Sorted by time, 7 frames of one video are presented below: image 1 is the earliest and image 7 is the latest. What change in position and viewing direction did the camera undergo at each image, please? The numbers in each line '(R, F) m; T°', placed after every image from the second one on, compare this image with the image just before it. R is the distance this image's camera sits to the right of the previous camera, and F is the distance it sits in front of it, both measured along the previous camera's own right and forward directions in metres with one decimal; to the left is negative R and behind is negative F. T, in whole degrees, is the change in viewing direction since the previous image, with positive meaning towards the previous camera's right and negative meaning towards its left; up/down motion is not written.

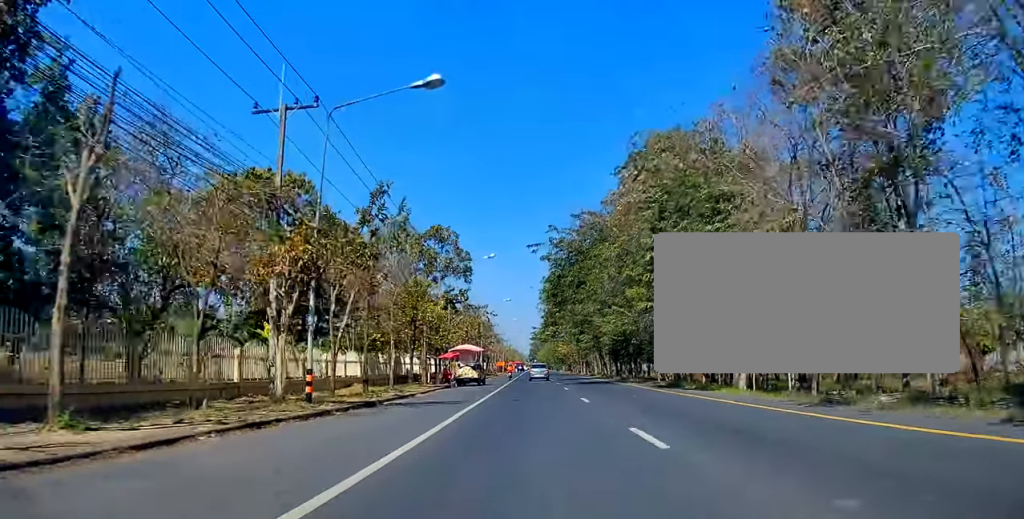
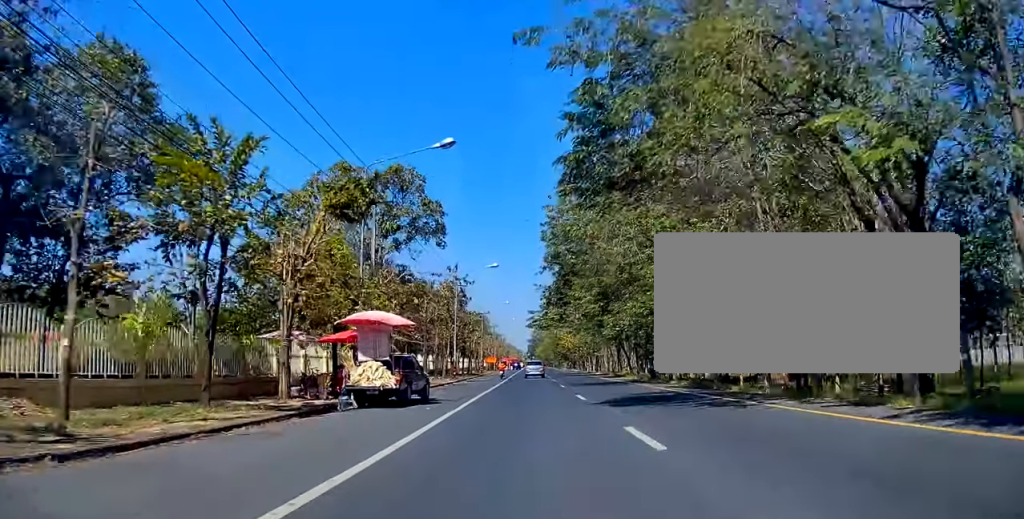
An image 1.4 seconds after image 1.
(-0.6, +24.6) m; -1°
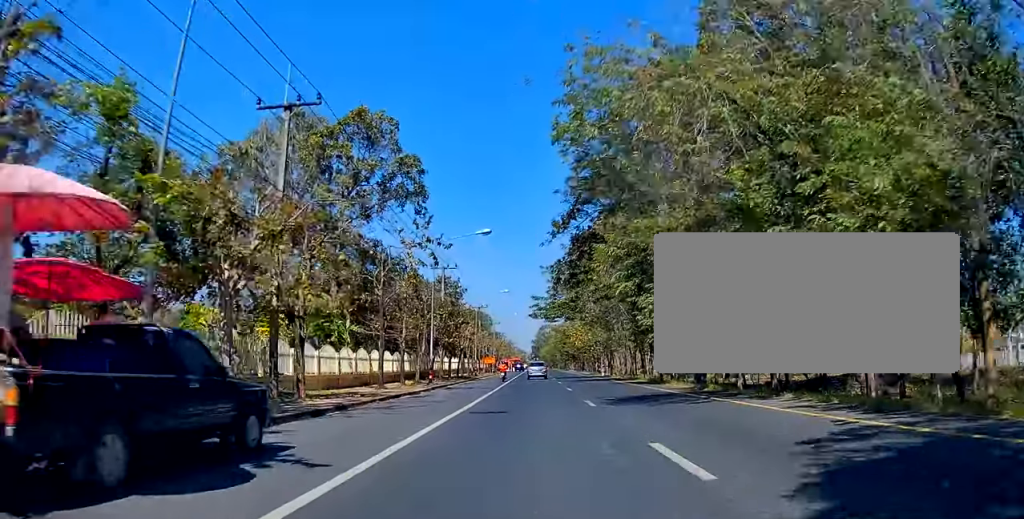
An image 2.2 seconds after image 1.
(0.0, +14.8) m; +1°
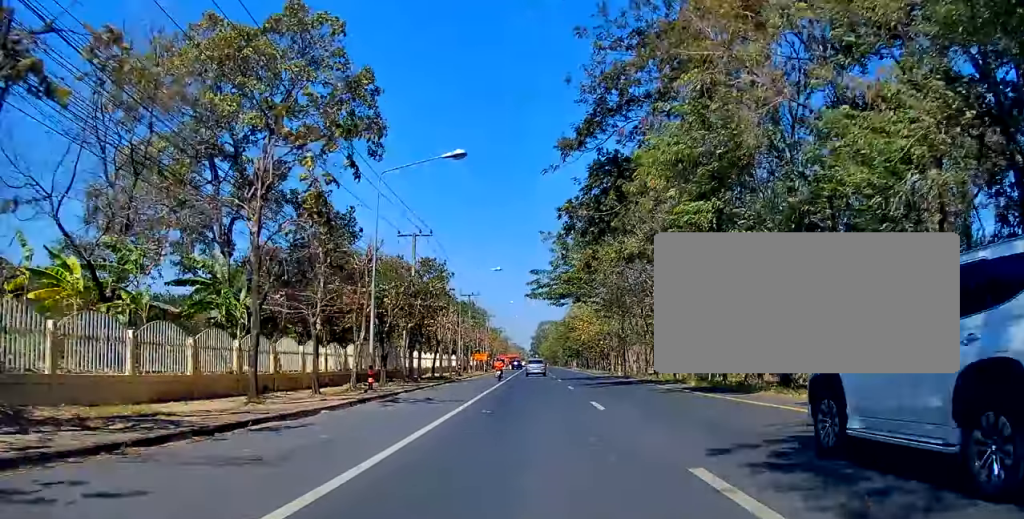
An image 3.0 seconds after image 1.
(+0.3, +13.6) m; -1°
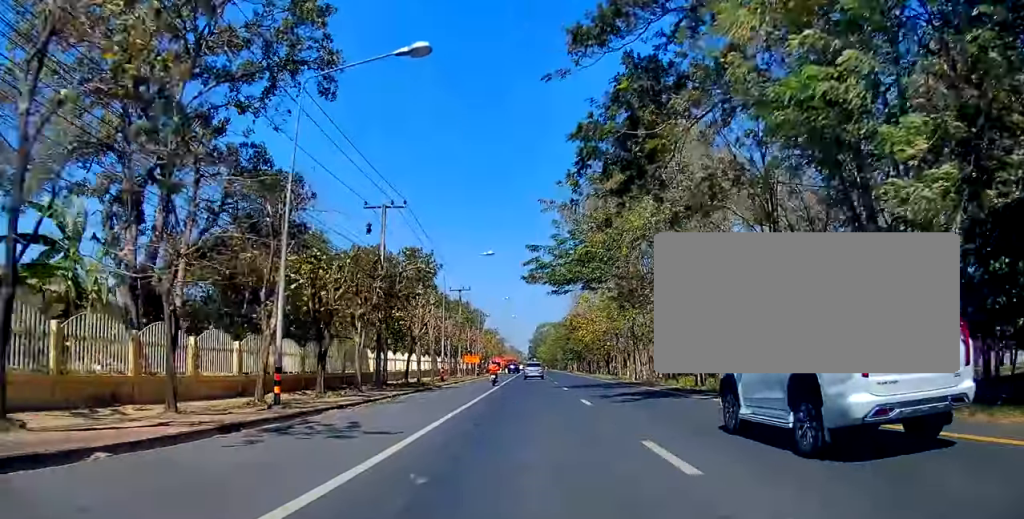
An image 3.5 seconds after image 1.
(-0.3, +9.5) m; 0°
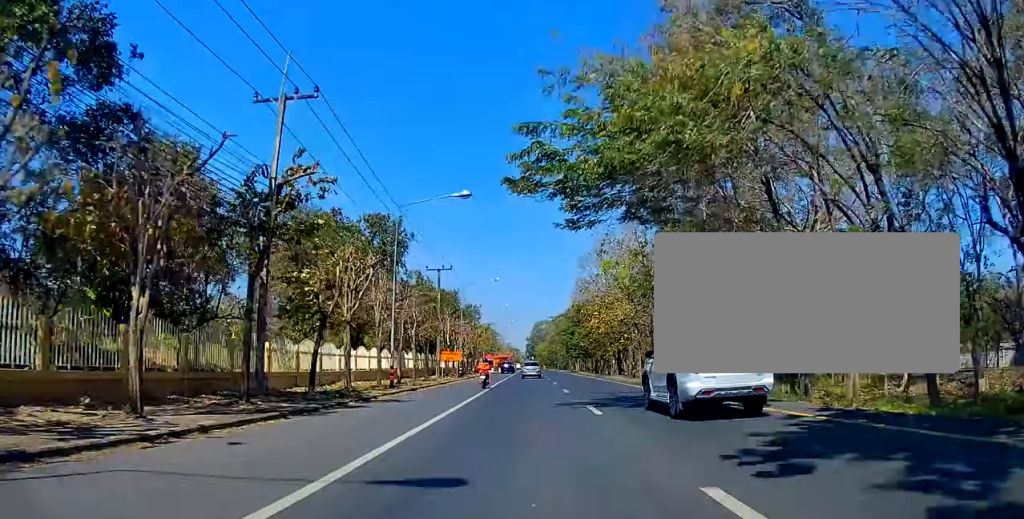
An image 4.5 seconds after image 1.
(-0.1, +16.3) m; +1°
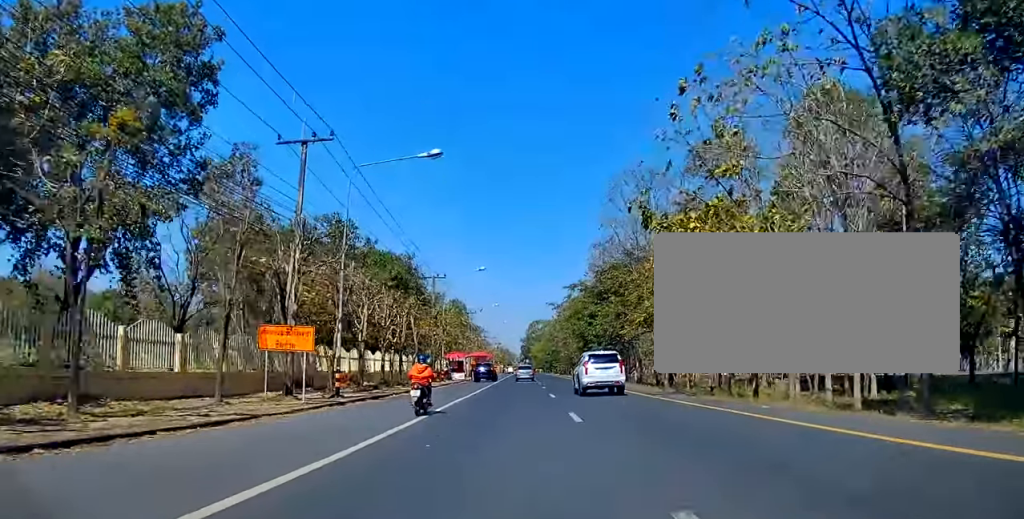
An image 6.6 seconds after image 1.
(+0.7, +36.2) m; 0°
